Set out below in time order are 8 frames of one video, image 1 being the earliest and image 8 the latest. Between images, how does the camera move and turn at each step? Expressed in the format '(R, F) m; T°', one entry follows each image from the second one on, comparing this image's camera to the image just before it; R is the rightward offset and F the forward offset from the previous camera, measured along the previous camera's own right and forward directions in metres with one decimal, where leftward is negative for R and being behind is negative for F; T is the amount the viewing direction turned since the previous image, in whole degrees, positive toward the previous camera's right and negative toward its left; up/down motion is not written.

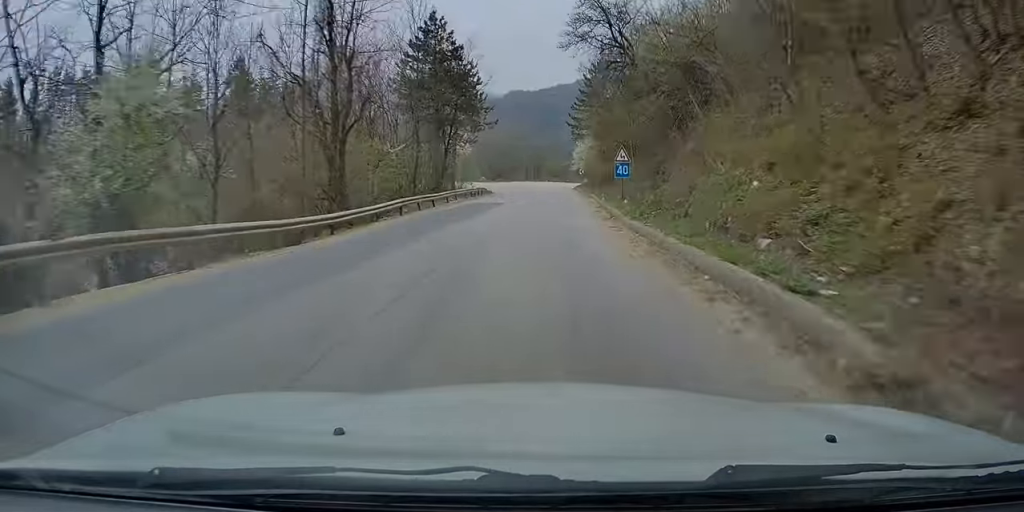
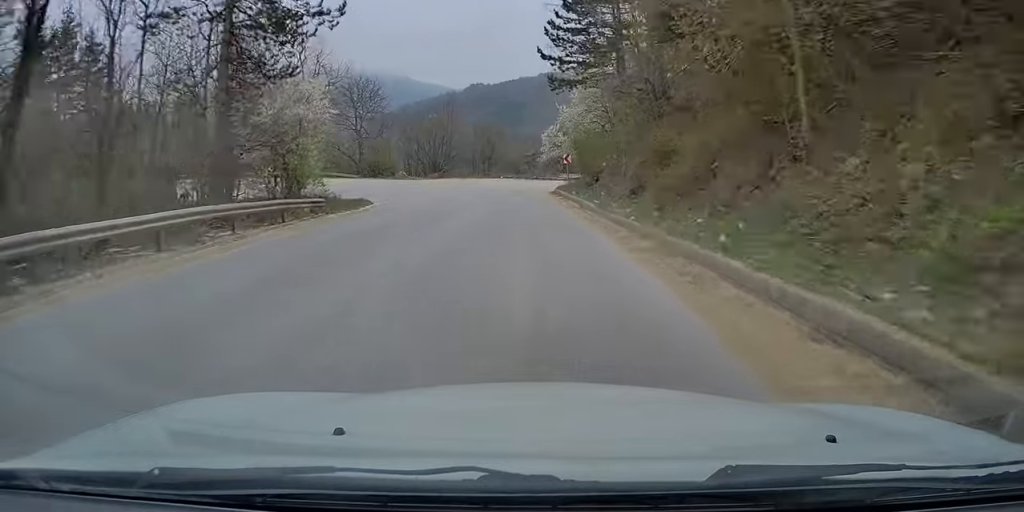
(+3.3, +41.7) m; +2°
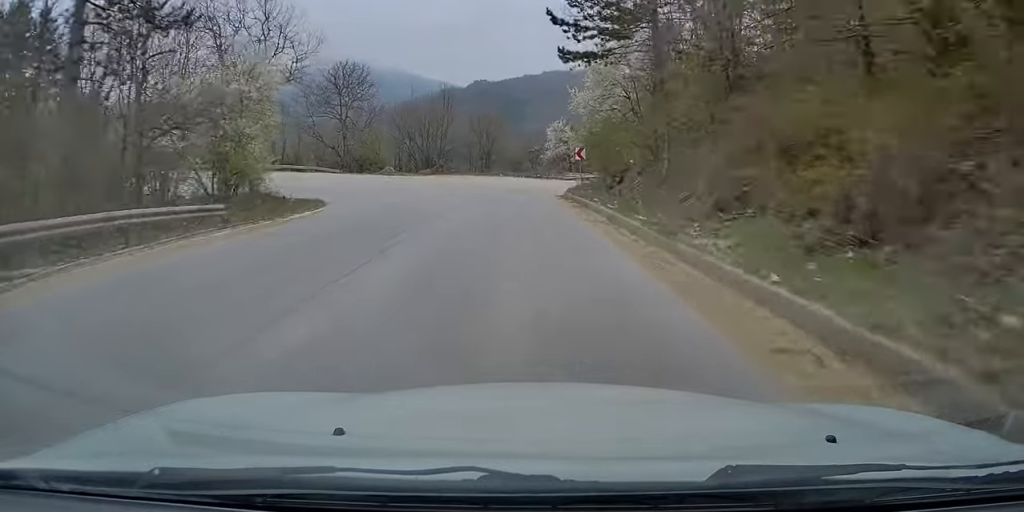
(-0.1, +8.2) m; -2°
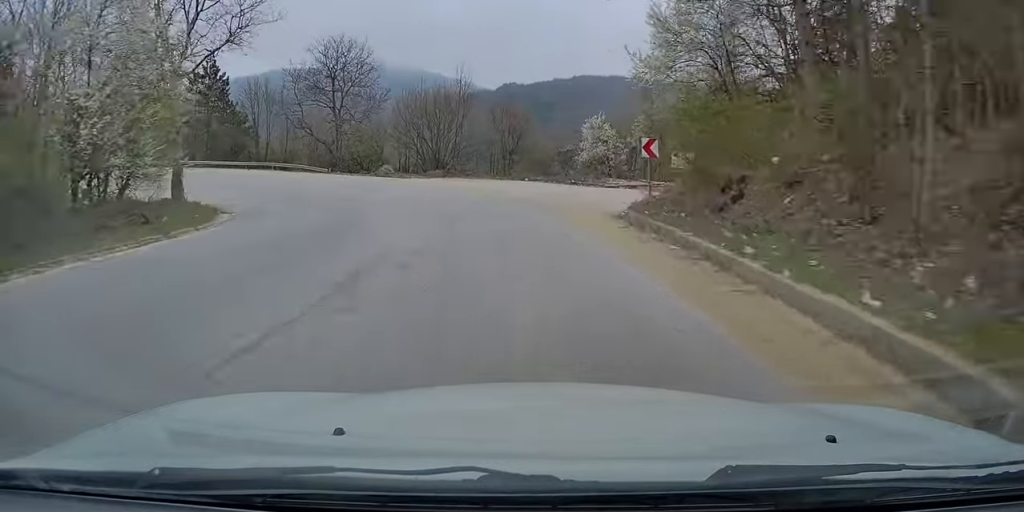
(-0.3, +12.7) m; -5°
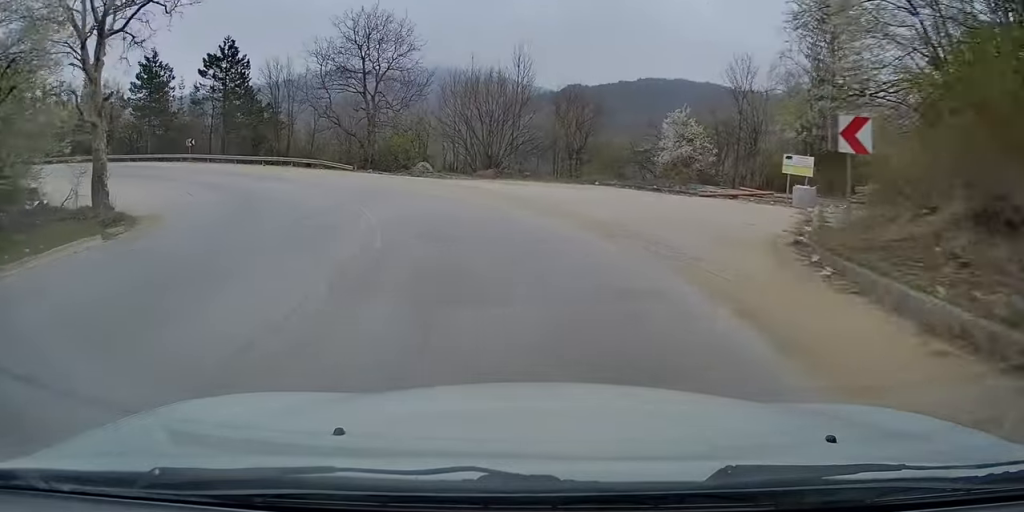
(-0.4, +10.2) m; -8°
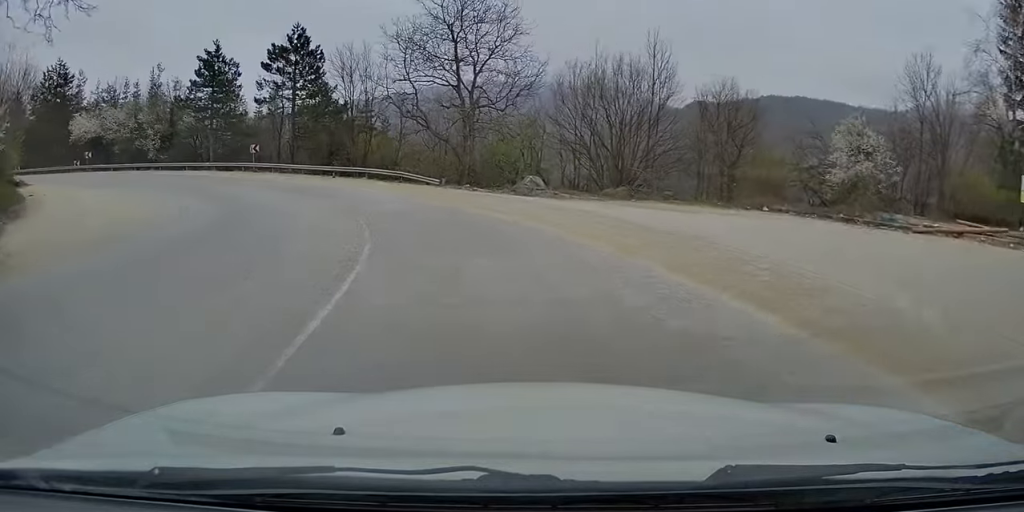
(-0.8, +11.2) m; -13°
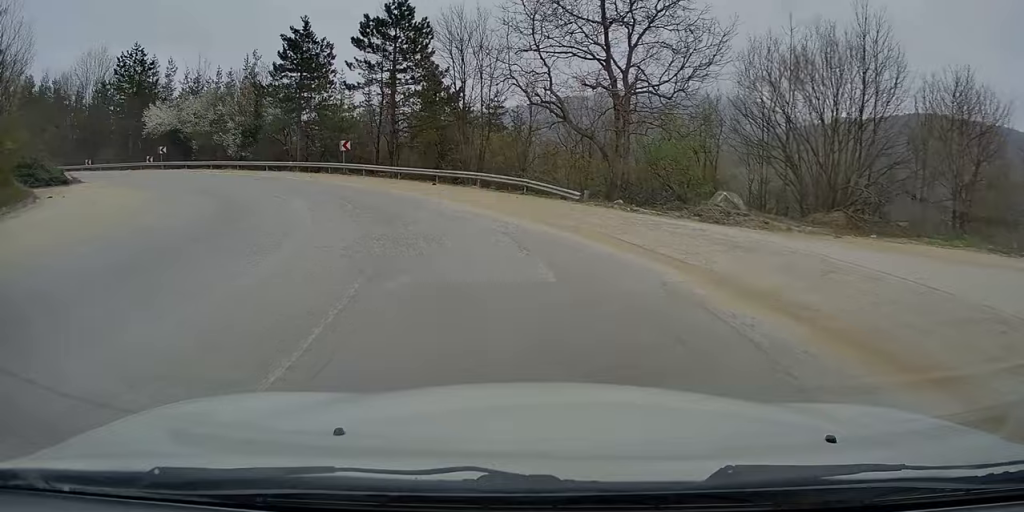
(-1.6, +11.4) m; -12°
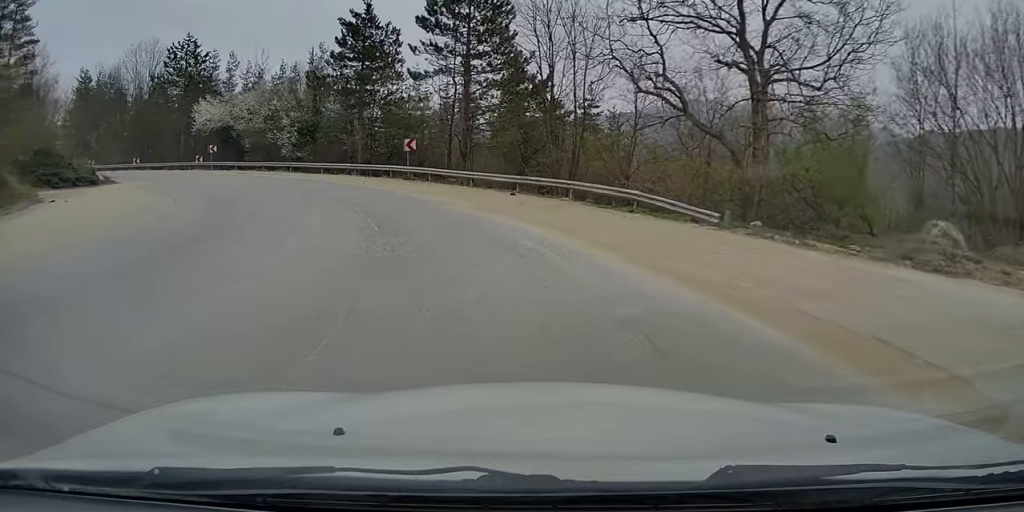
(-0.6, +7.1) m; -7°
